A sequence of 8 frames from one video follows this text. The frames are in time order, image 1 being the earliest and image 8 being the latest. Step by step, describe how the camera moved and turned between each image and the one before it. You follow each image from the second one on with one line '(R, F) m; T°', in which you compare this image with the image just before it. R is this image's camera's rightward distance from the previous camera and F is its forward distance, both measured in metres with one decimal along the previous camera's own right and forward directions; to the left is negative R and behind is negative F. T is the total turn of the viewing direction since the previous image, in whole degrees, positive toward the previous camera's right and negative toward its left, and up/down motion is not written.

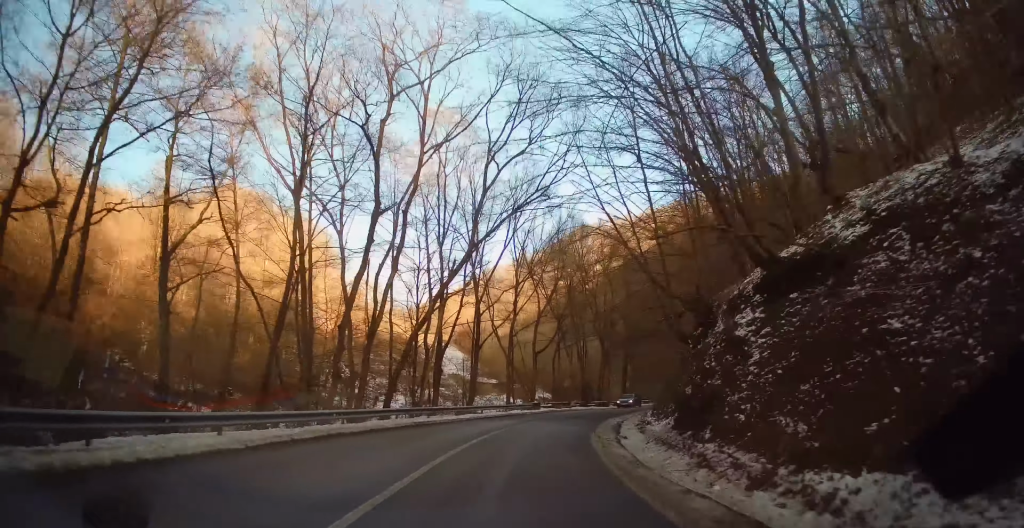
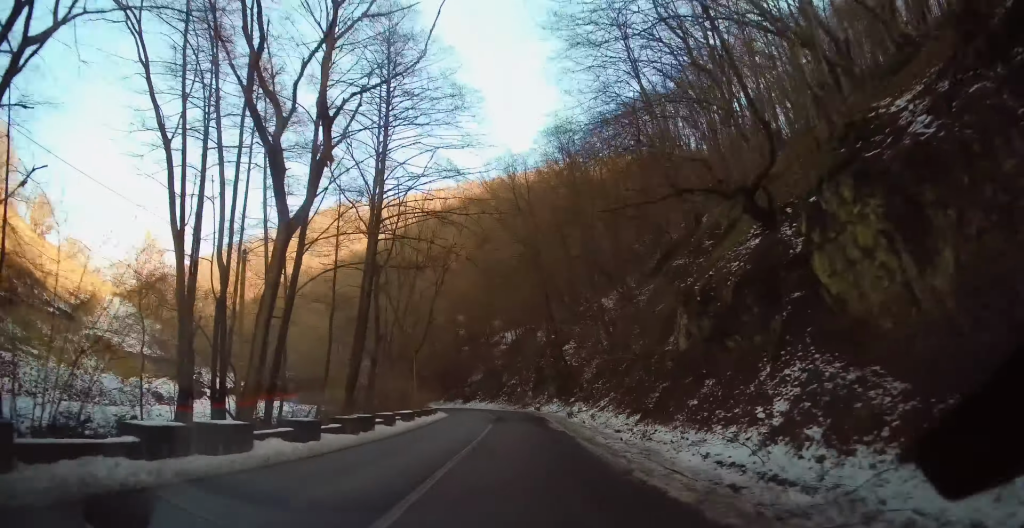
(+10.9, +45.4) m; +23°
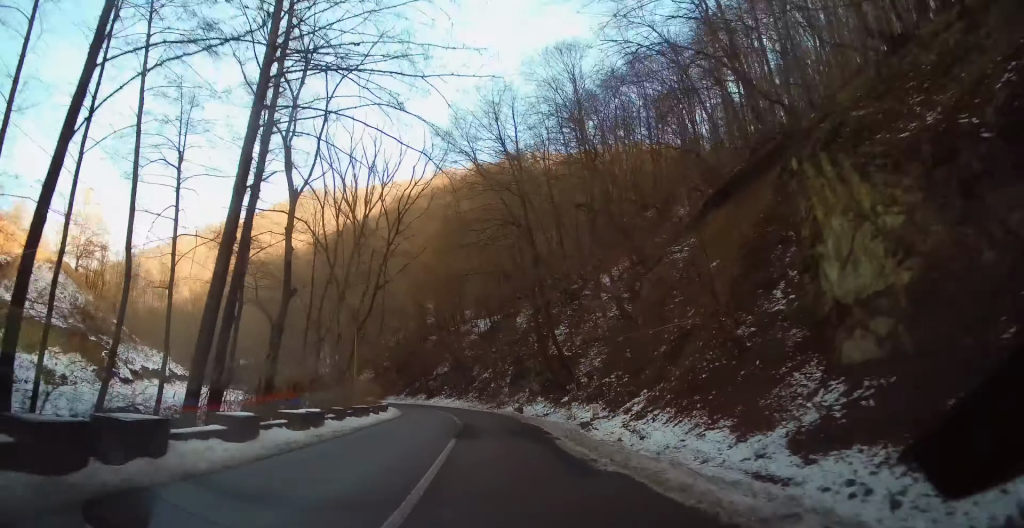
(+0.3, +12.5) m; +2°
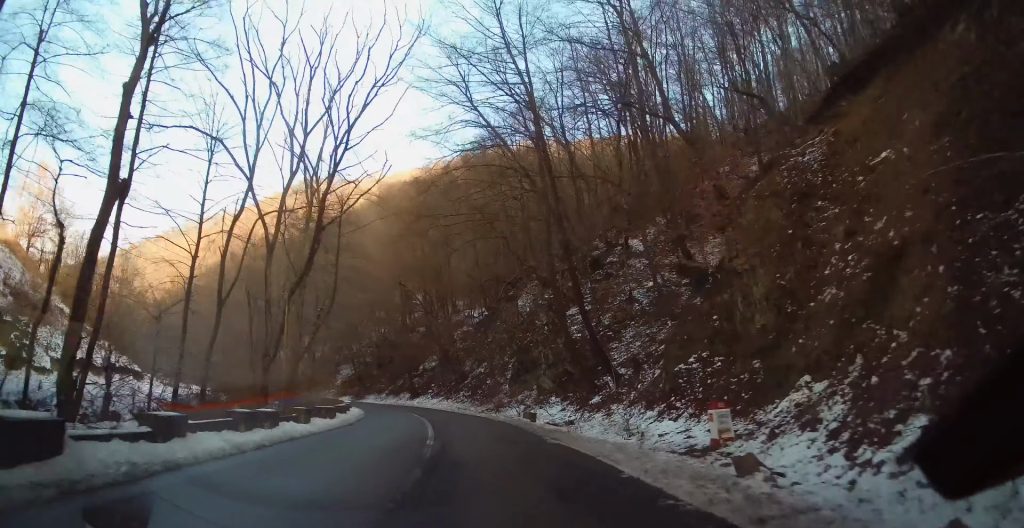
(+0.4, +12.0) m; 0°
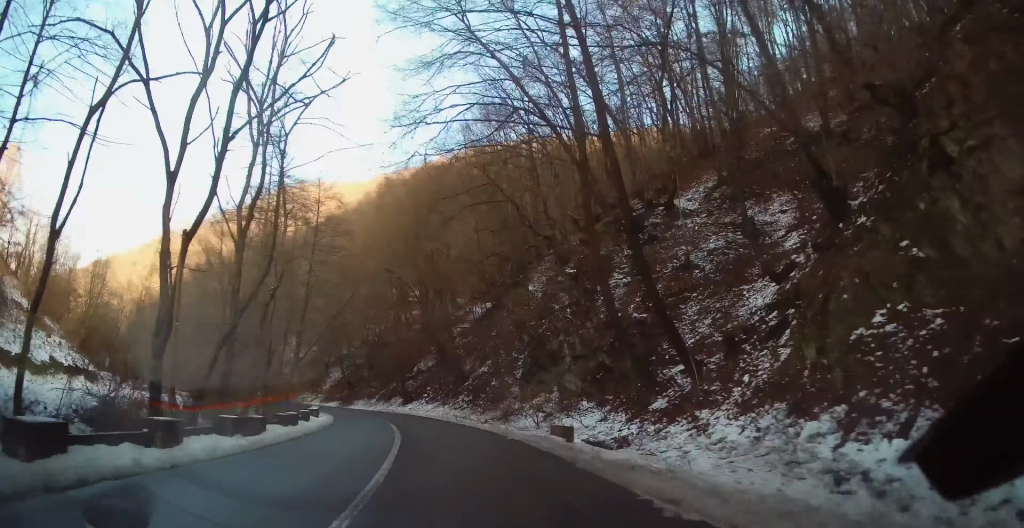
(-0.3, +9.5) m; -3°
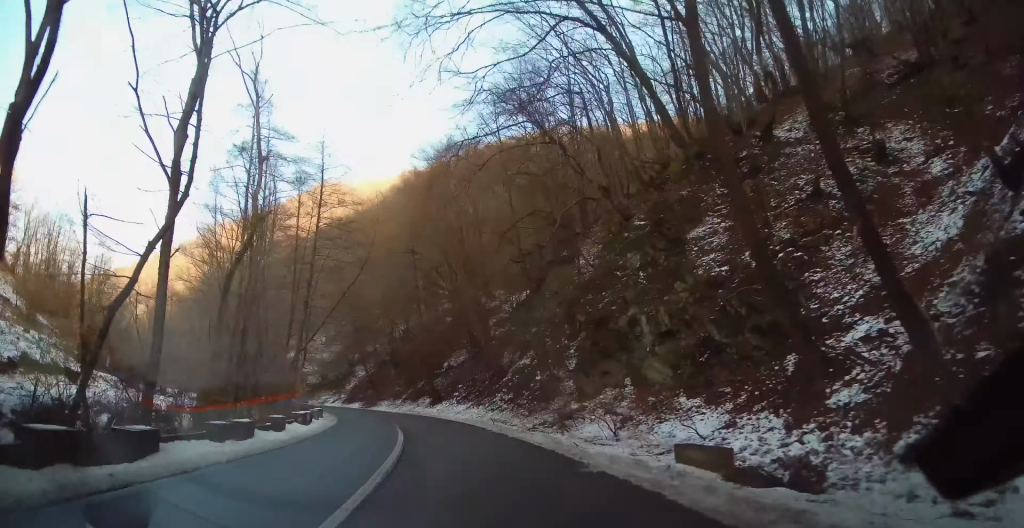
(-0.1, +8.5) m; -3°
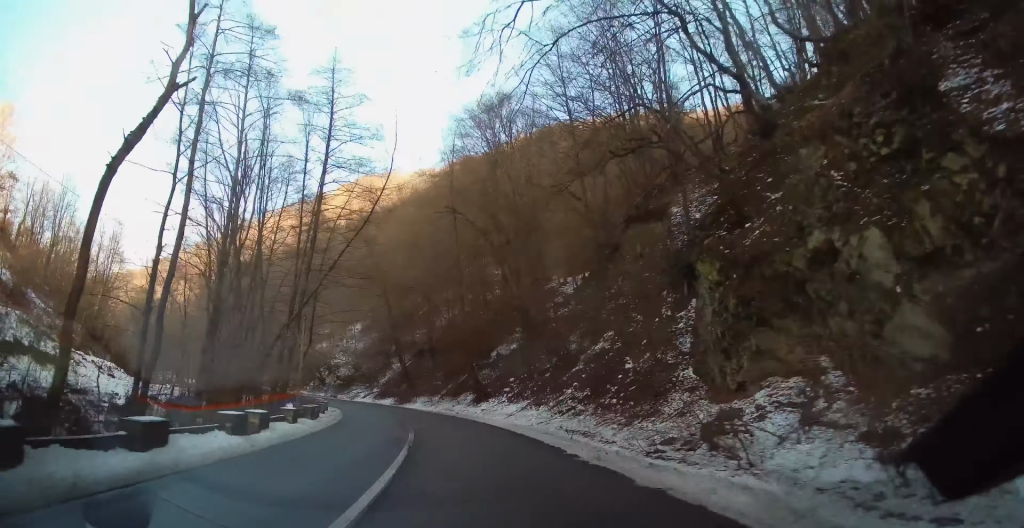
(-0.2, +10.7) m; -4°
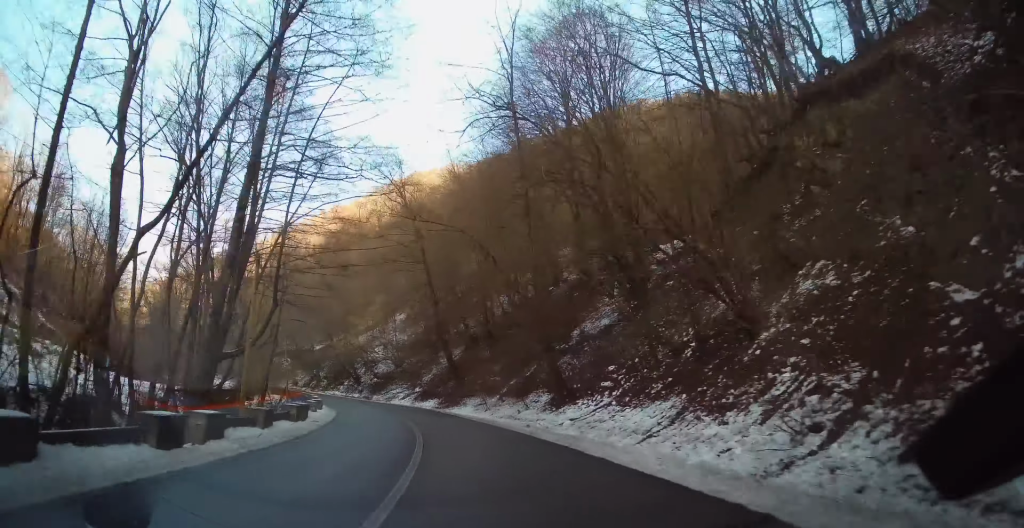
(-0.9, +14.7) m; -7°
